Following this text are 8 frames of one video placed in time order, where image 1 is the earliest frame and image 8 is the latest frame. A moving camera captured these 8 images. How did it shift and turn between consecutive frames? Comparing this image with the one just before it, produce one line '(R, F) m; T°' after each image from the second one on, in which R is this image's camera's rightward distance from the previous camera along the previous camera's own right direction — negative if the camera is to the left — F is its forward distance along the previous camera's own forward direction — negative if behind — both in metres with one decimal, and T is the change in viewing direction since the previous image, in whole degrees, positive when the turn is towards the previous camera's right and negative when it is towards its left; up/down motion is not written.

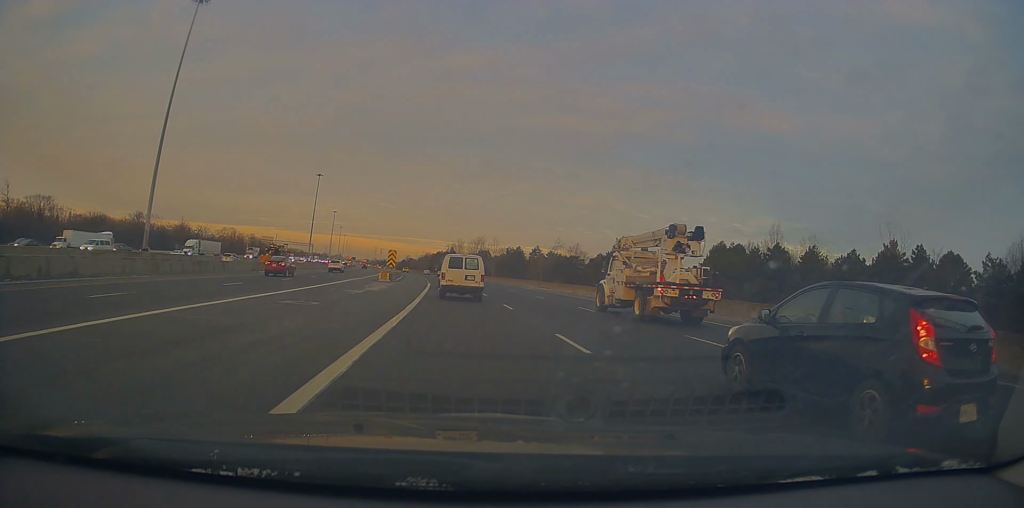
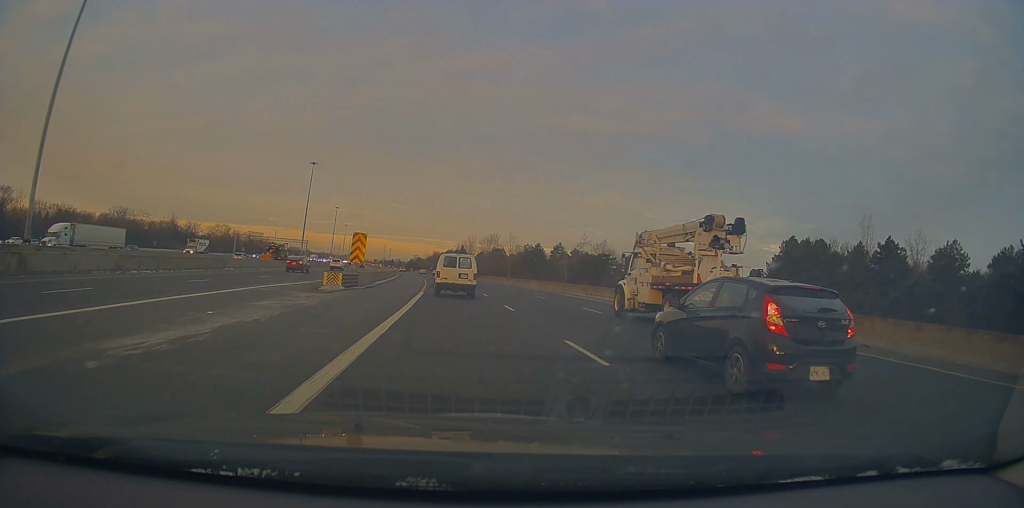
(+0.2, +25.2) m; -1°
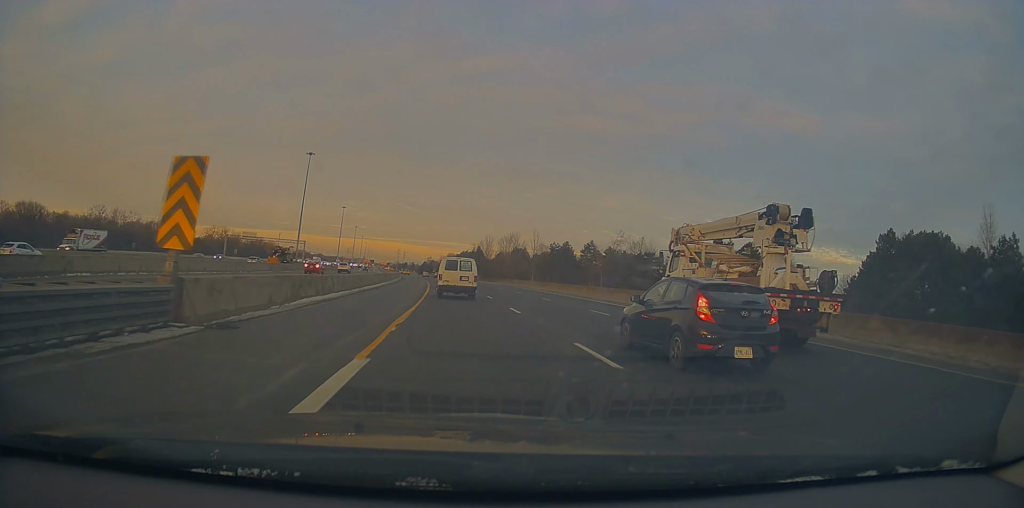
(-0.6, +23.8) m; -1°
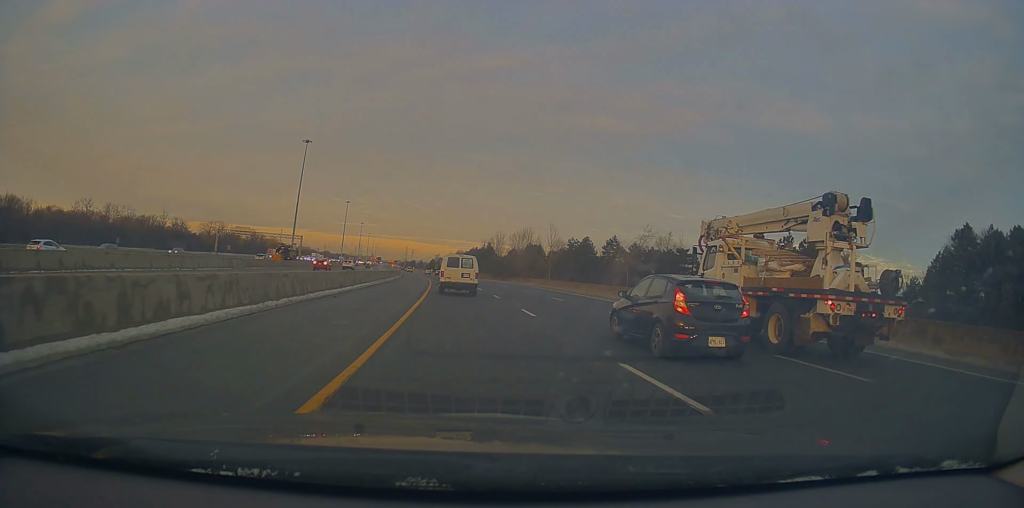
(-0.1, +14.6) m; -1°
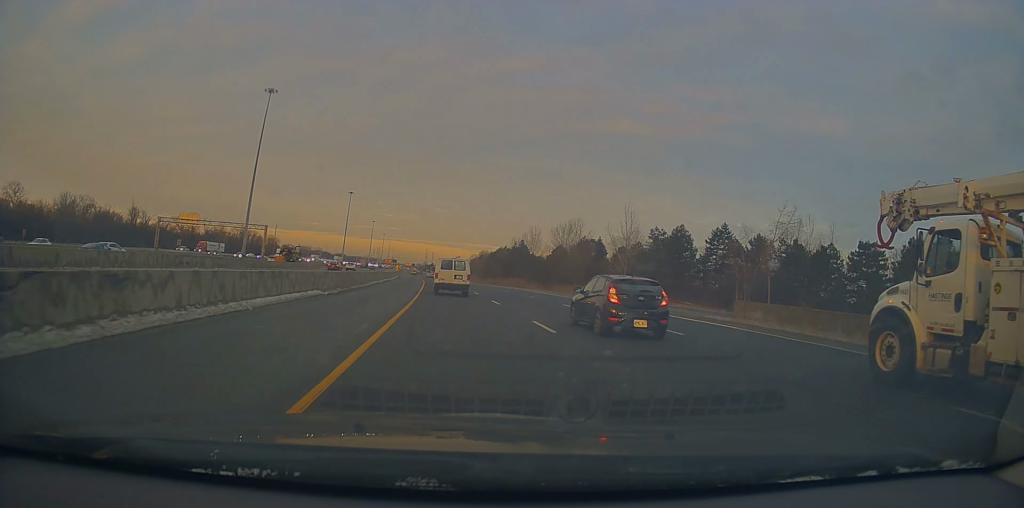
(-1.5, +52.1) m; -3°
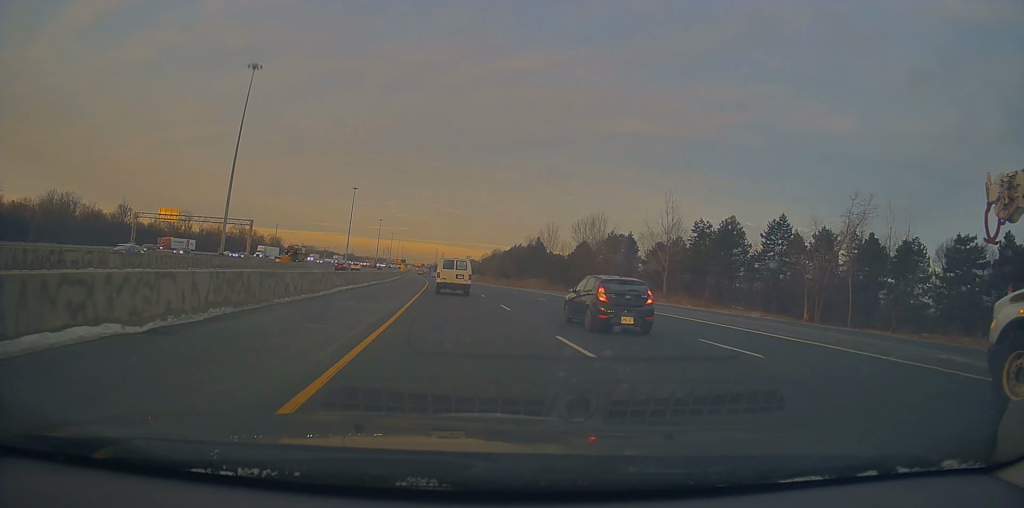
(0.0, +15.9) m; 0°
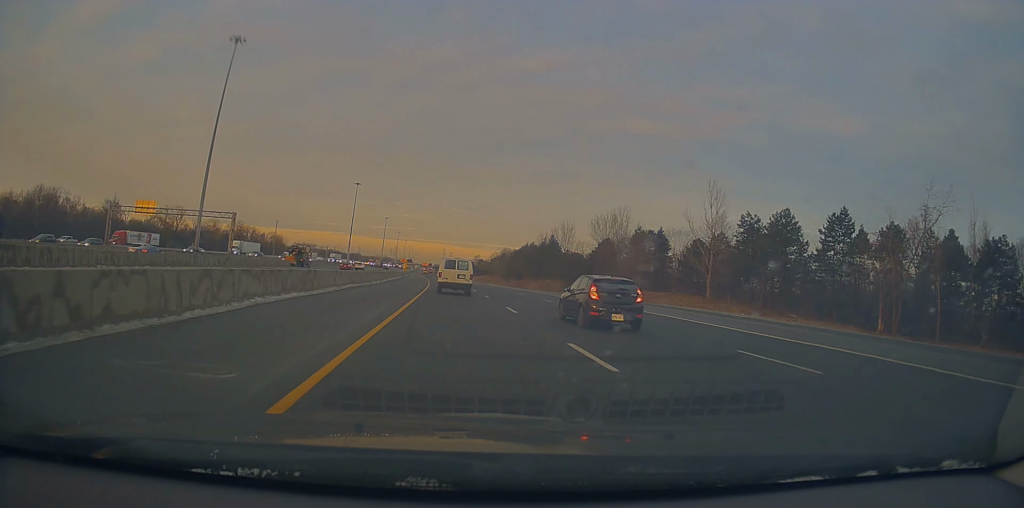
(0.0, +13.3) m; 0°
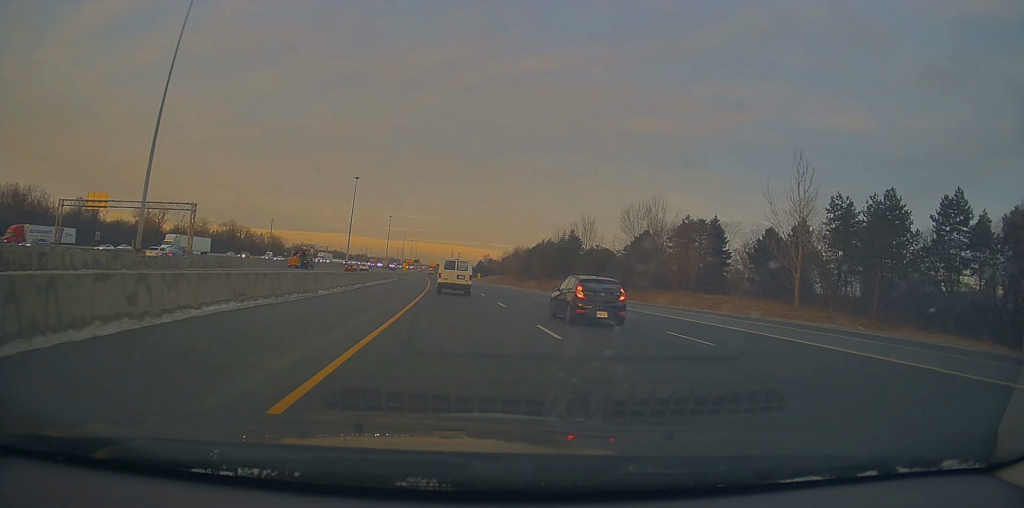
(+0.1, +19.6) m; -1°
